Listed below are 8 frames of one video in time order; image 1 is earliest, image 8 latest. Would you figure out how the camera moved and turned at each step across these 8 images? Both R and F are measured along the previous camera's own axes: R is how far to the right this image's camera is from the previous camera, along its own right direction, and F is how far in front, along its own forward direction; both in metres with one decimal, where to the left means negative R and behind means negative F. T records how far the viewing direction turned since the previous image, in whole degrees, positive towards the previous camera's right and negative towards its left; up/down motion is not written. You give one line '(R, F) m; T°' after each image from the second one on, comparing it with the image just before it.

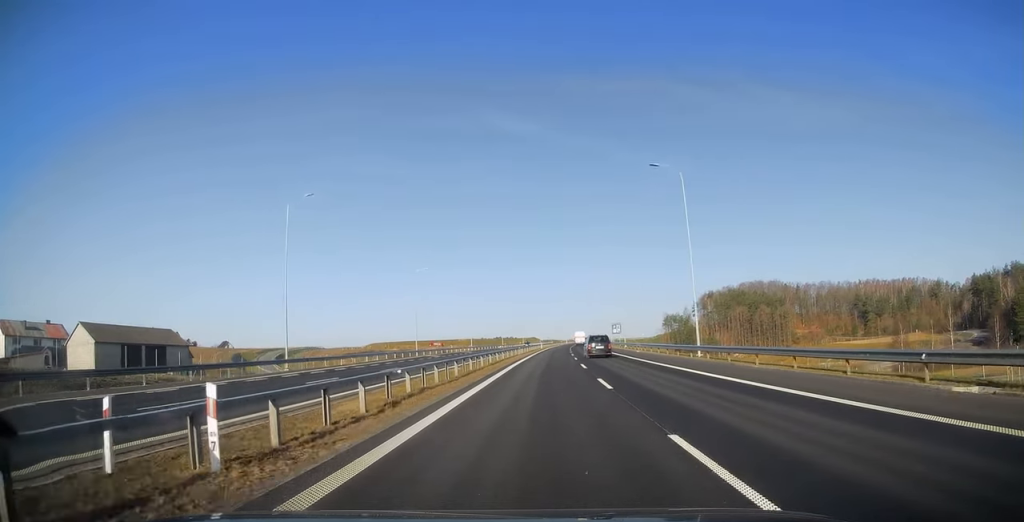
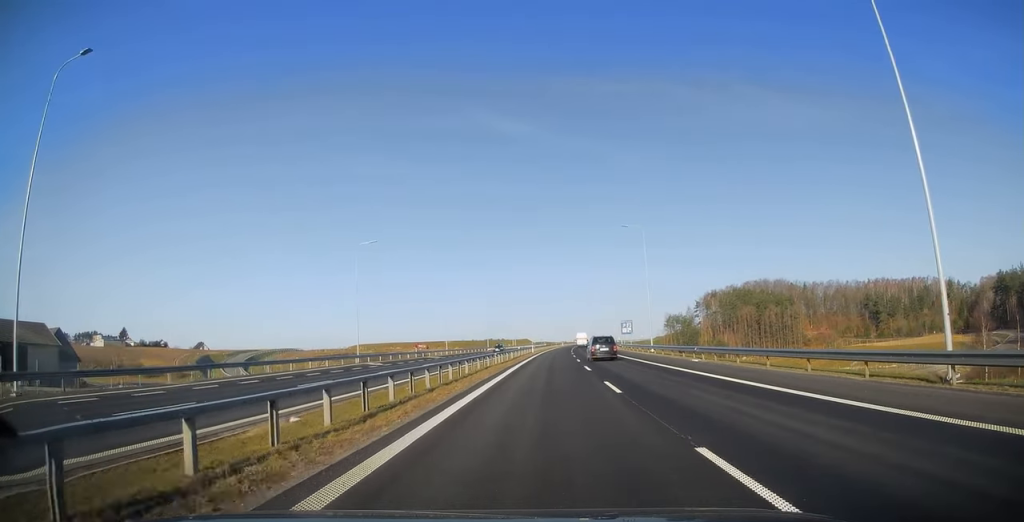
(+0.1, +24.9) m; +1°
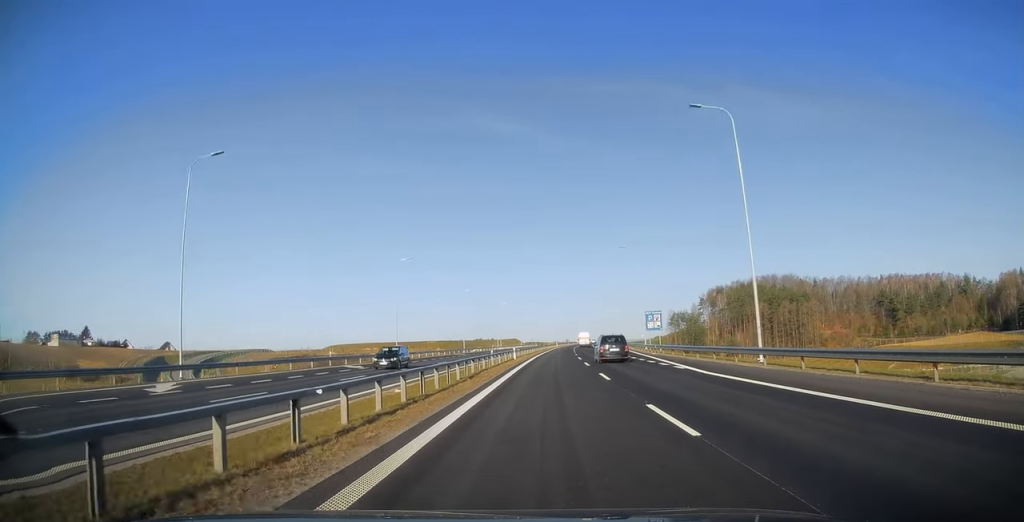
(+0.3, +31.0) m; +1°
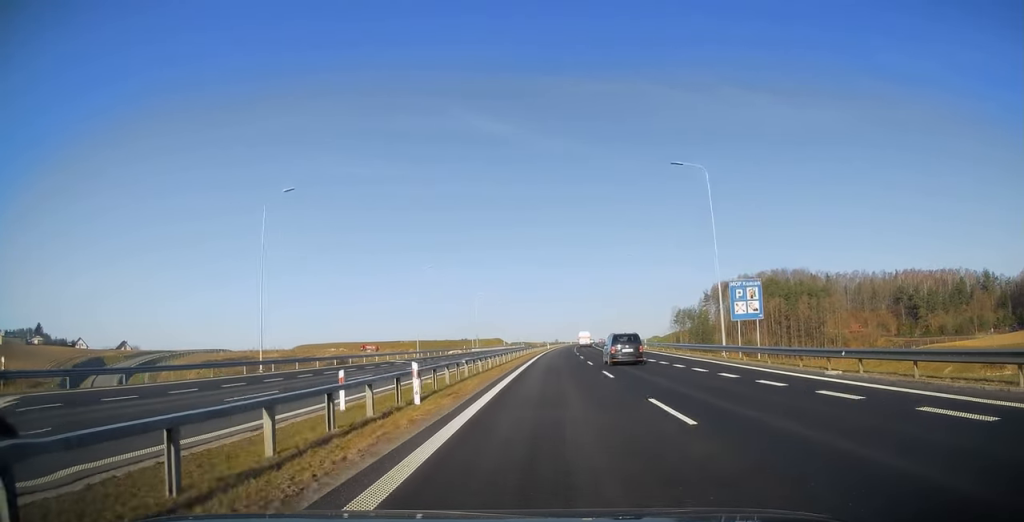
(+0.2, +34.9) m; +1°
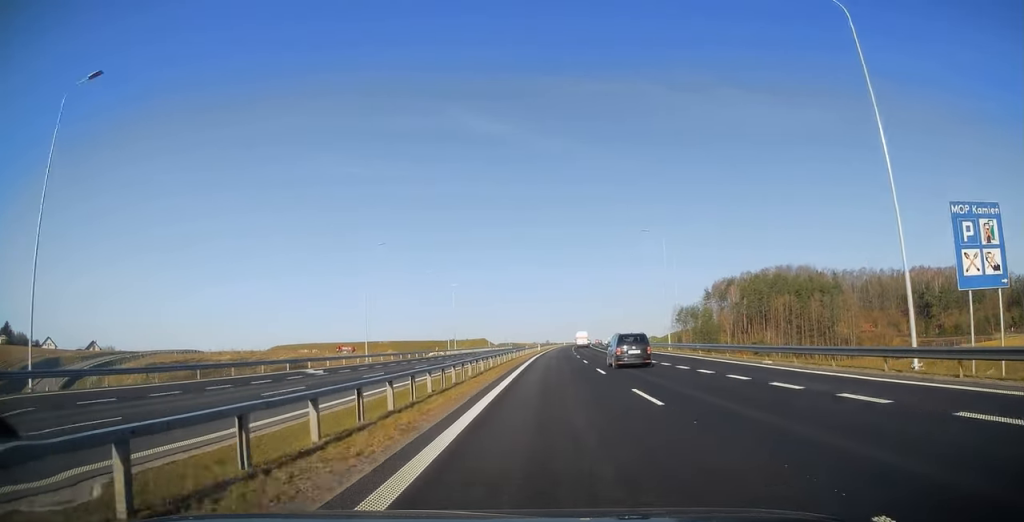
(+0.1, +21.0) m; +1°
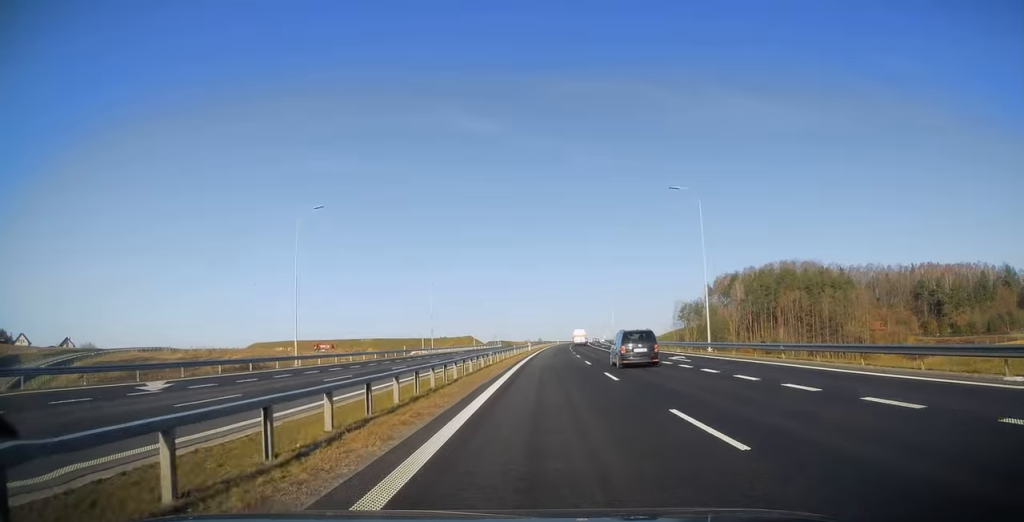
(+0.1, +17.1) m; +1°
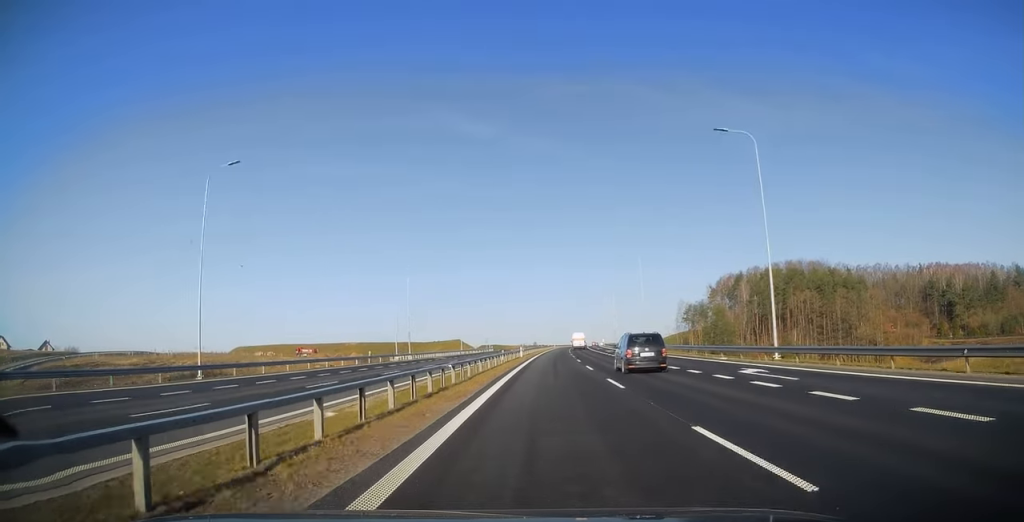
(+0.1, +13.9) m; 0°
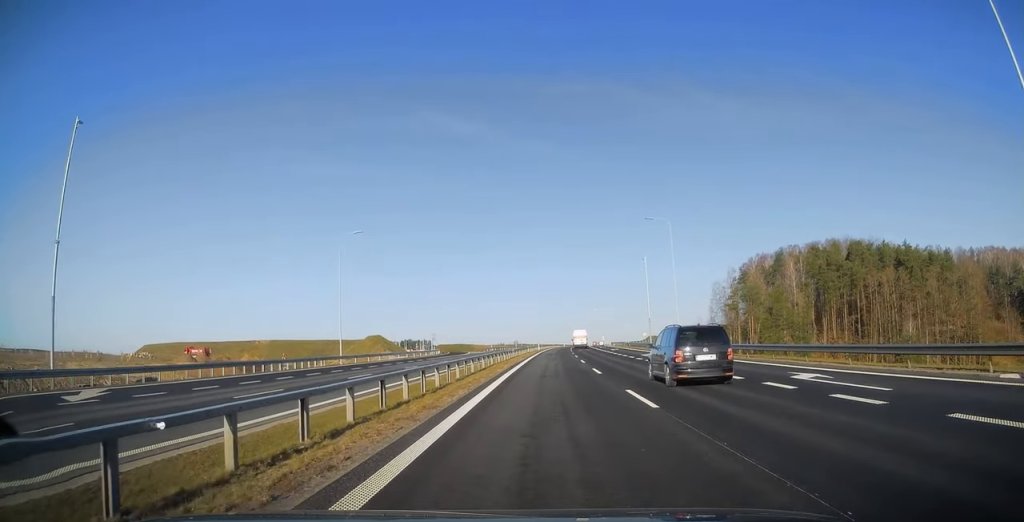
(+0.8, +65.3) m; +2°
